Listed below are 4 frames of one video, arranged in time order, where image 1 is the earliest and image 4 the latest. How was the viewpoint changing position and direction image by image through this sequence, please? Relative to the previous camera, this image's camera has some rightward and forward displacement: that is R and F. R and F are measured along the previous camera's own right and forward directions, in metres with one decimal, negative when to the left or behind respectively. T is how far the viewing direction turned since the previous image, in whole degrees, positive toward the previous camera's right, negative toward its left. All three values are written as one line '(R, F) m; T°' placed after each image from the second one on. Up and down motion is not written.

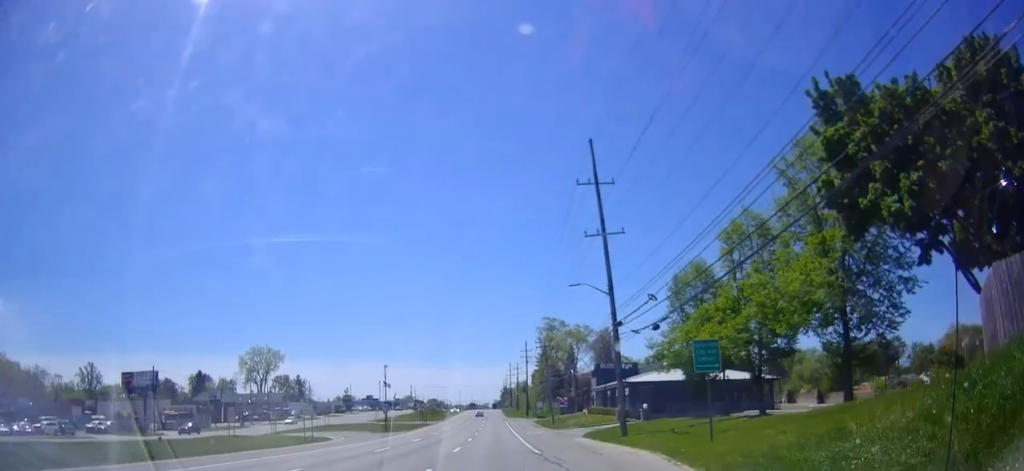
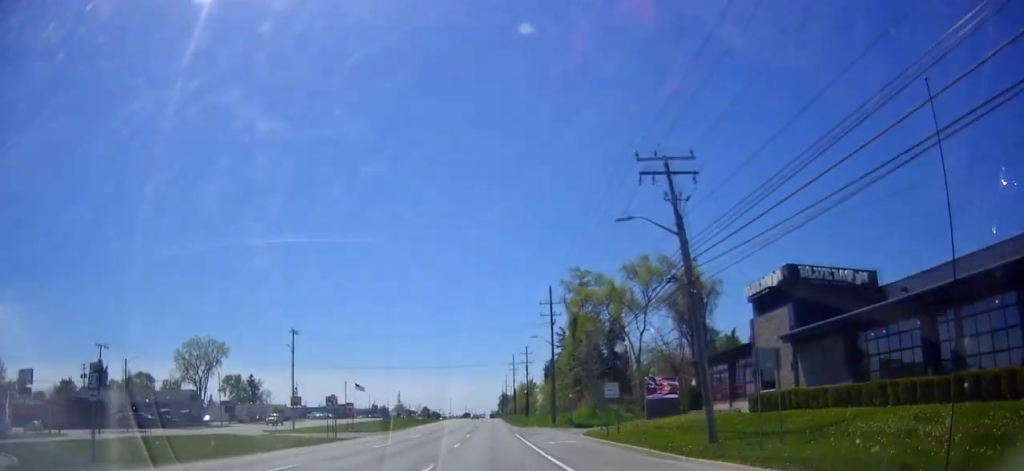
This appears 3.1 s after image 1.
(+0.5, +59.8) m; +1°
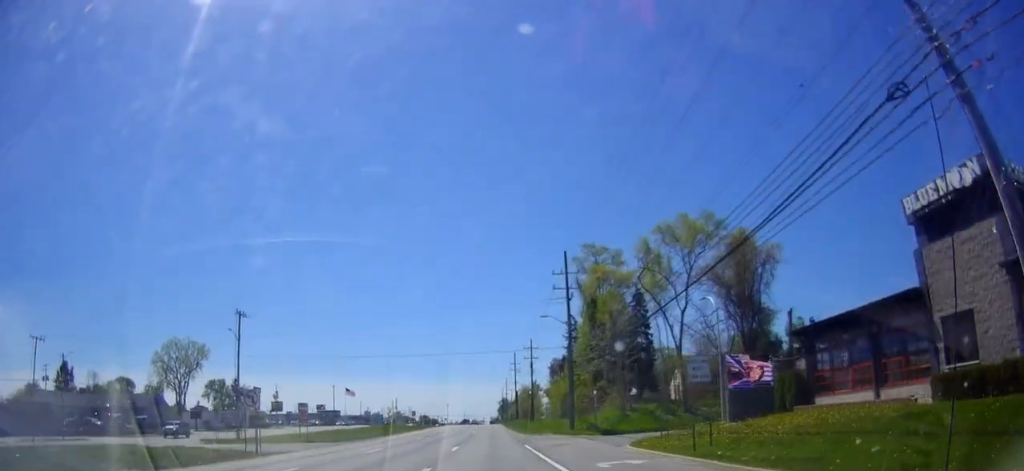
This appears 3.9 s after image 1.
(+0.2, +16.1) m; +1°
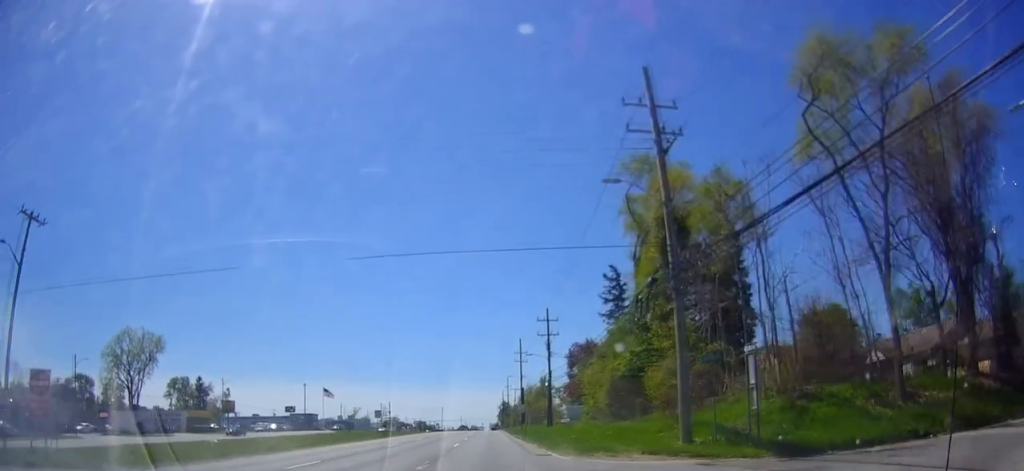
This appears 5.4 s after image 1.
(-0.6, +31.5) m; -1°
